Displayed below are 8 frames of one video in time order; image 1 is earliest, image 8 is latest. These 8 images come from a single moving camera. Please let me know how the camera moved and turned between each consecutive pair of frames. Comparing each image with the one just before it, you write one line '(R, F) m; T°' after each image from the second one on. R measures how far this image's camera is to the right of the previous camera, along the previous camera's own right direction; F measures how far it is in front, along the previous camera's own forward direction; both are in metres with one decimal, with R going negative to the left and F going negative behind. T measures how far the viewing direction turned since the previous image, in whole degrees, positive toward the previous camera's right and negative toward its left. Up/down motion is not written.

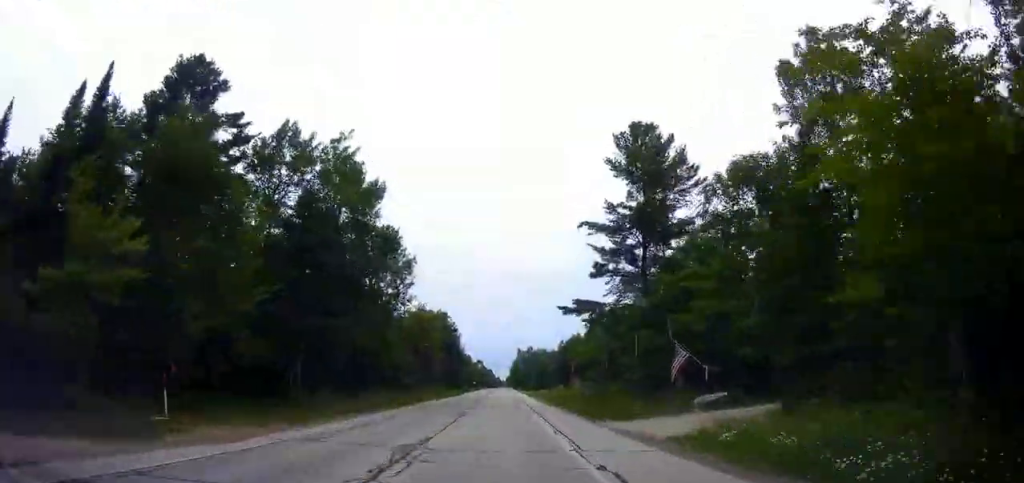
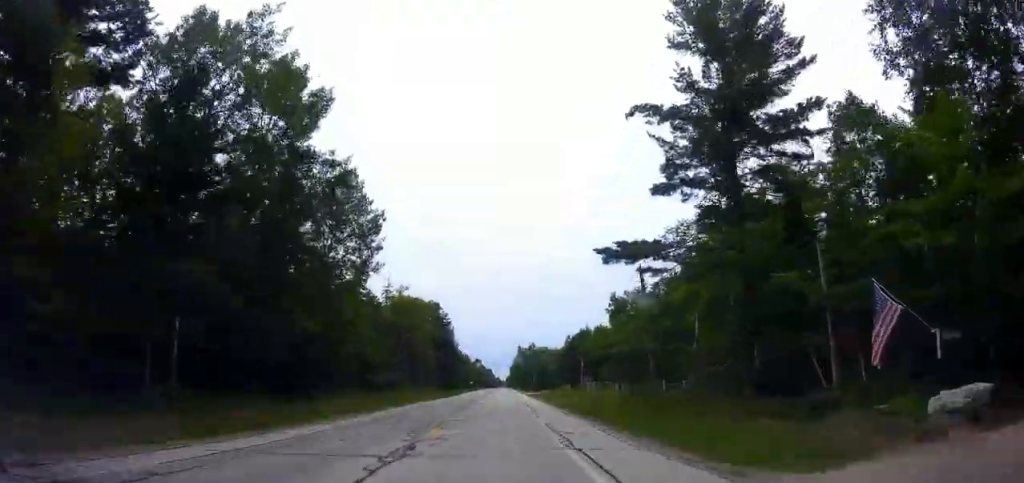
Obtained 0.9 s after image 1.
(+0.2, +13.3) m; +1°
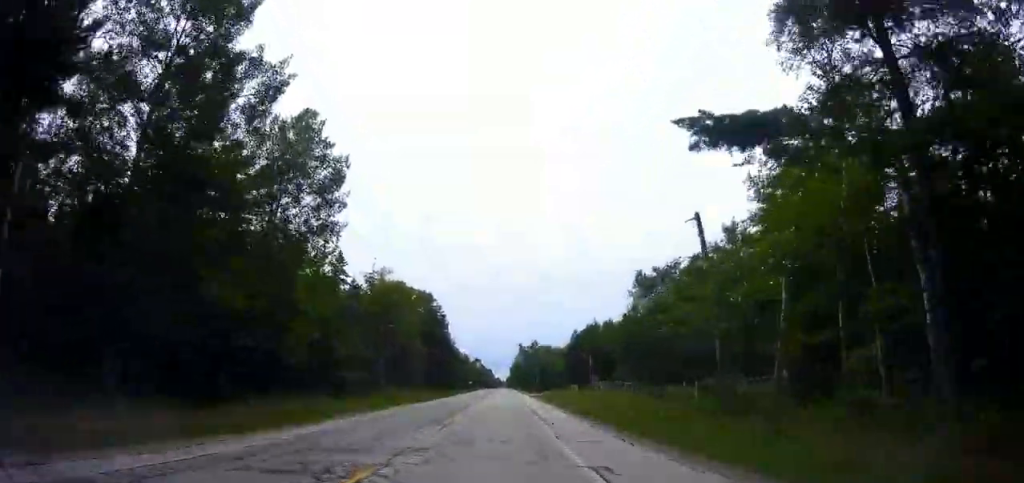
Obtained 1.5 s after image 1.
(+0.4, +9.2) m; 0°
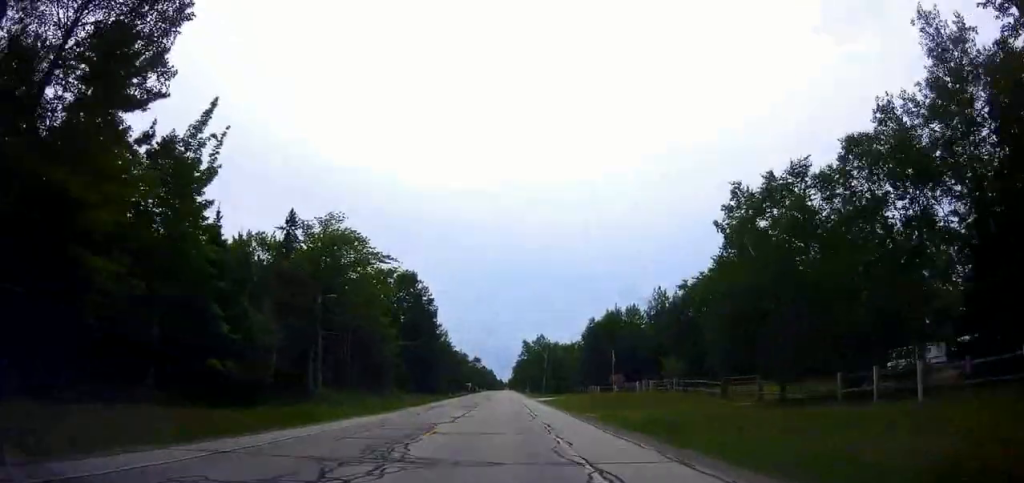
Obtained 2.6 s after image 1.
(-0.6, +21.1) m; -1°
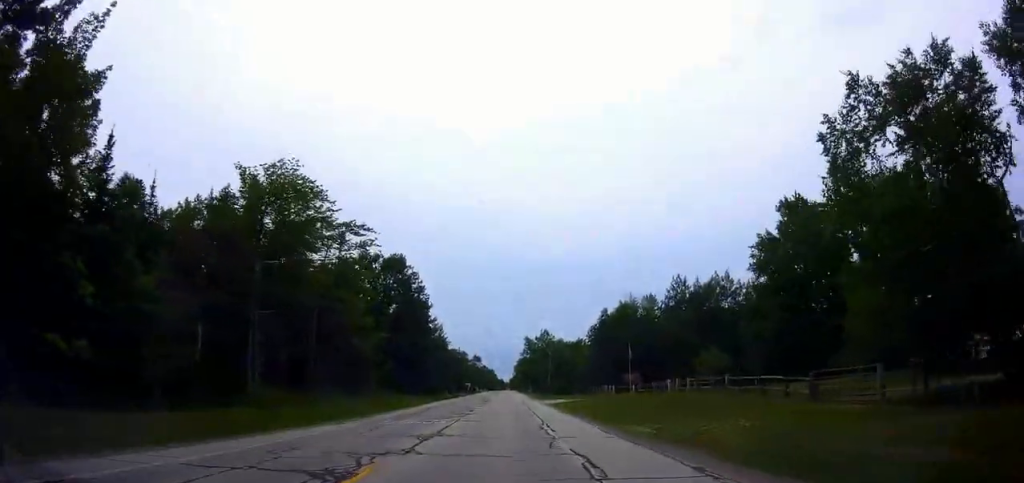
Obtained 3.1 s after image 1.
(+0.2, +10.6) m; -1°
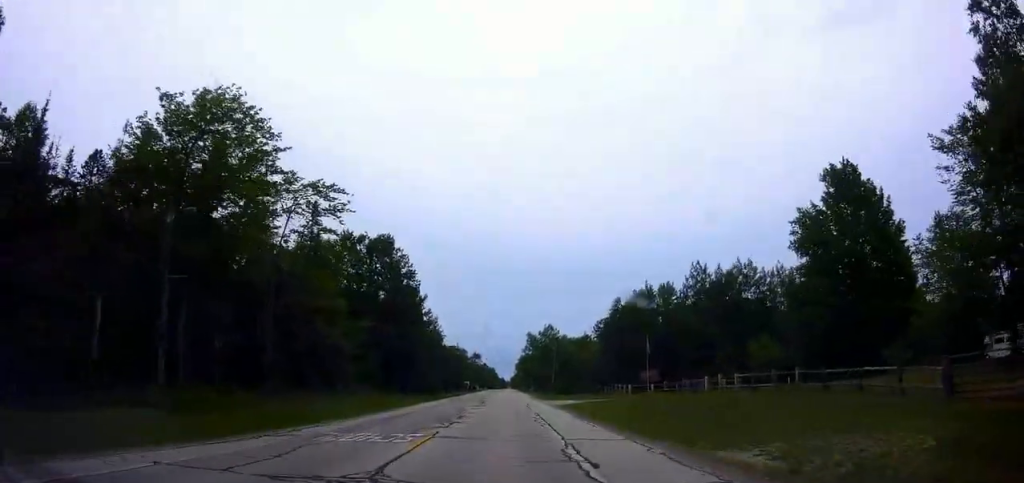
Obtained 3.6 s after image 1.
(0.0, +8.7) m; 0°
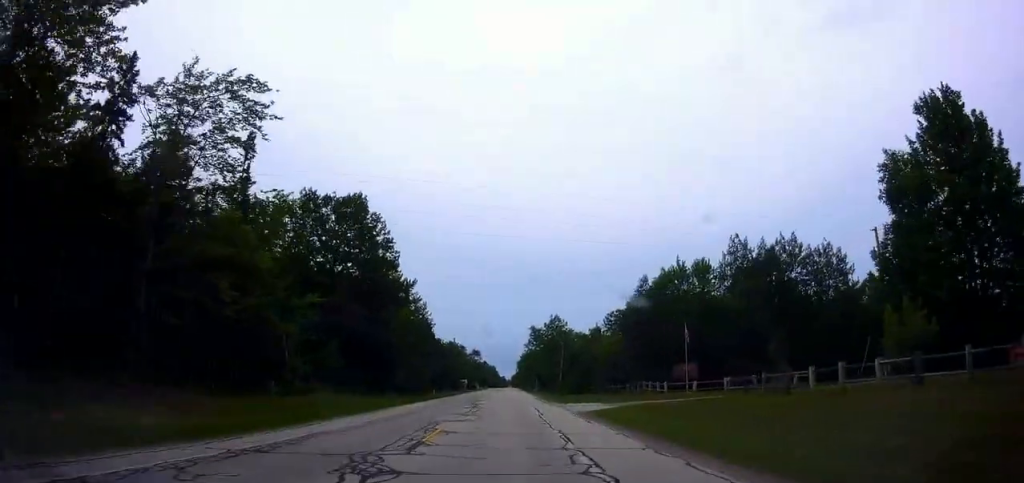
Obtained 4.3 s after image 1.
(-0.4, +13.6) m; 0°
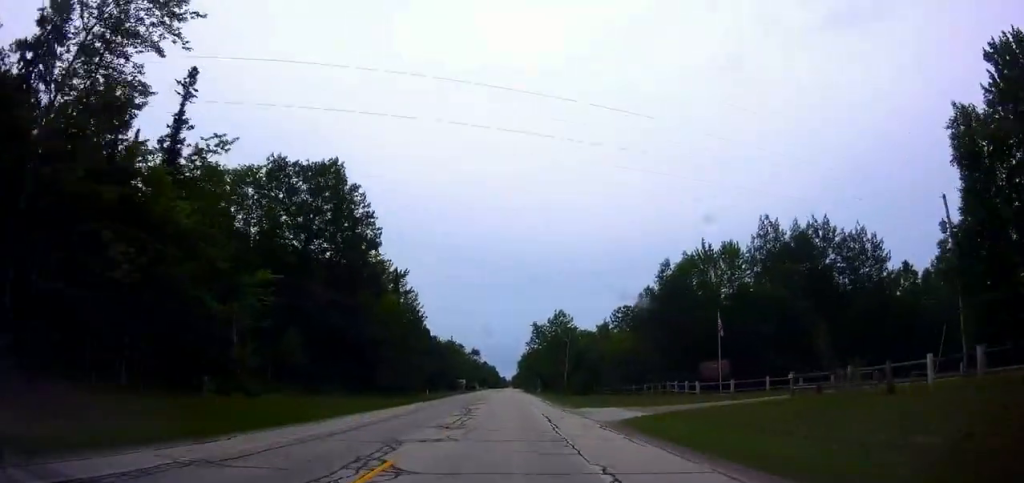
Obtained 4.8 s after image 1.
(+0.2, +8.0) m; 0°
